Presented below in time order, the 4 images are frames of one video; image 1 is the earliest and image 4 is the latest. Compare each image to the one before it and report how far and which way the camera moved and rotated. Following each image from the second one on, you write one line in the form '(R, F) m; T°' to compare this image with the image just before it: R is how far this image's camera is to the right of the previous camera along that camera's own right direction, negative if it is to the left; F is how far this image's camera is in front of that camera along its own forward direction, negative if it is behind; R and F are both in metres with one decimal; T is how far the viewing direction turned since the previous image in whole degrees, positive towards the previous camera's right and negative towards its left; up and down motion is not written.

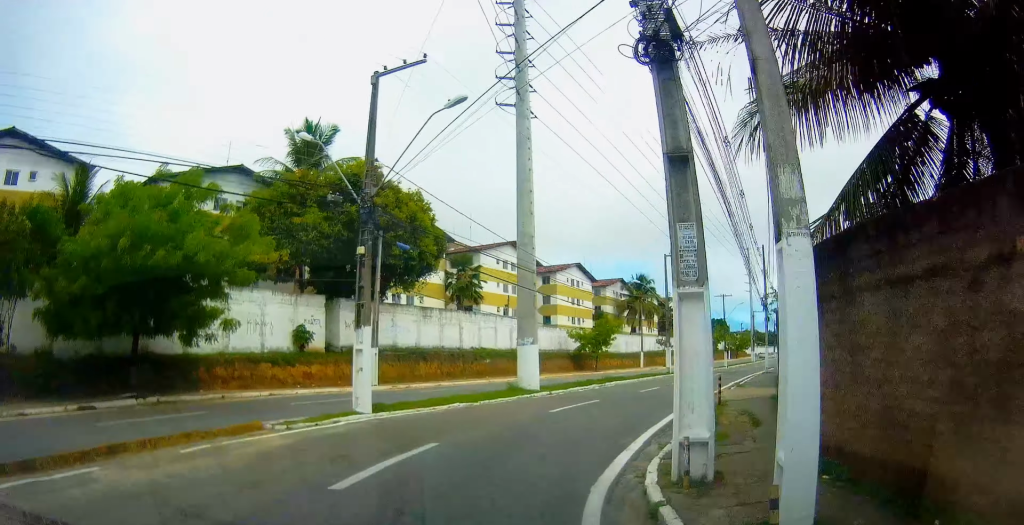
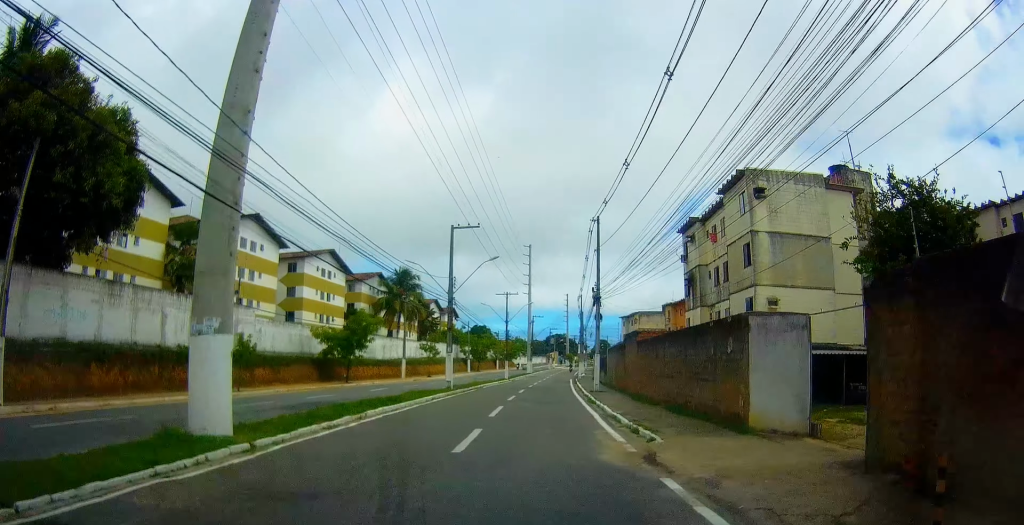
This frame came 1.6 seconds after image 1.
(+2.1, +15.3) m; +12°
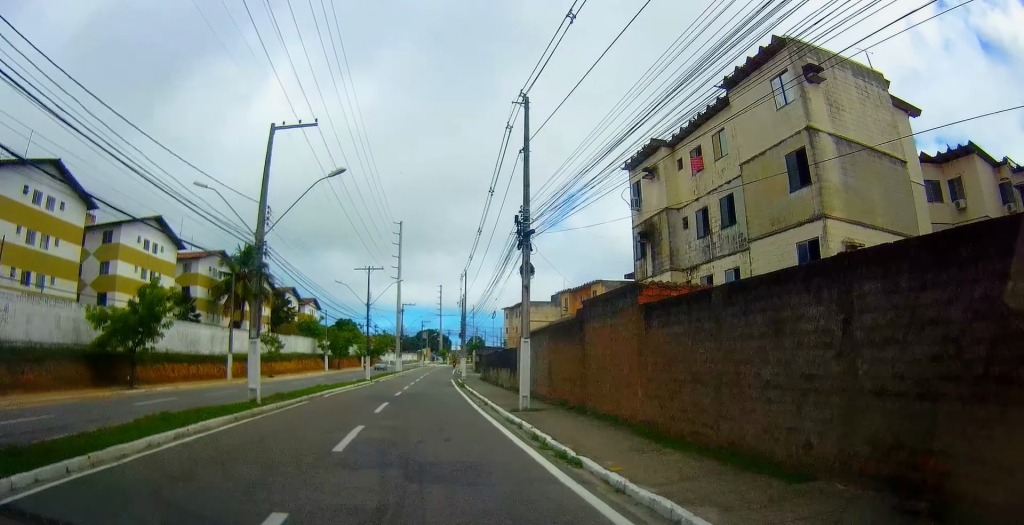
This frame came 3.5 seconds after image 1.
(+1.1, +17.6) m; +13°
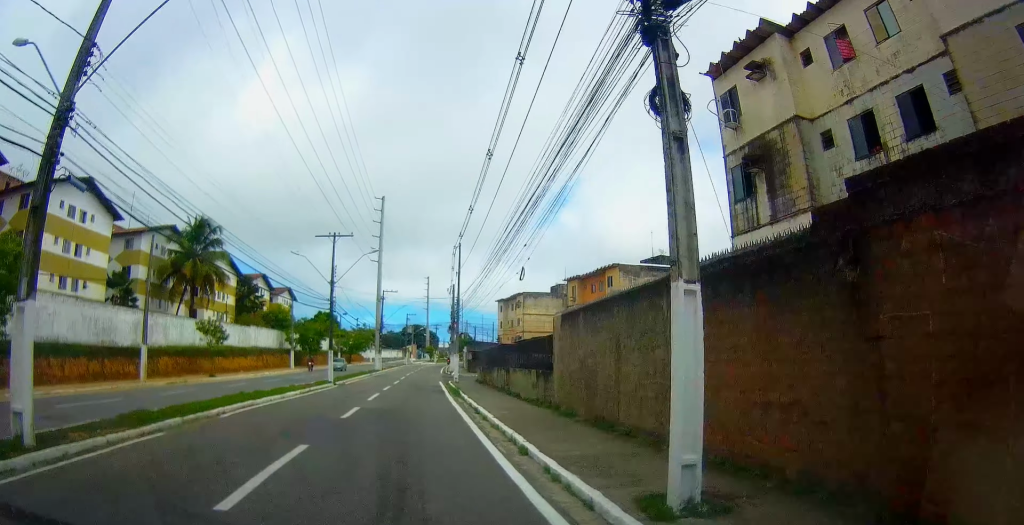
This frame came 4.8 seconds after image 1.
(+0.9, +12.3) m; +4°
